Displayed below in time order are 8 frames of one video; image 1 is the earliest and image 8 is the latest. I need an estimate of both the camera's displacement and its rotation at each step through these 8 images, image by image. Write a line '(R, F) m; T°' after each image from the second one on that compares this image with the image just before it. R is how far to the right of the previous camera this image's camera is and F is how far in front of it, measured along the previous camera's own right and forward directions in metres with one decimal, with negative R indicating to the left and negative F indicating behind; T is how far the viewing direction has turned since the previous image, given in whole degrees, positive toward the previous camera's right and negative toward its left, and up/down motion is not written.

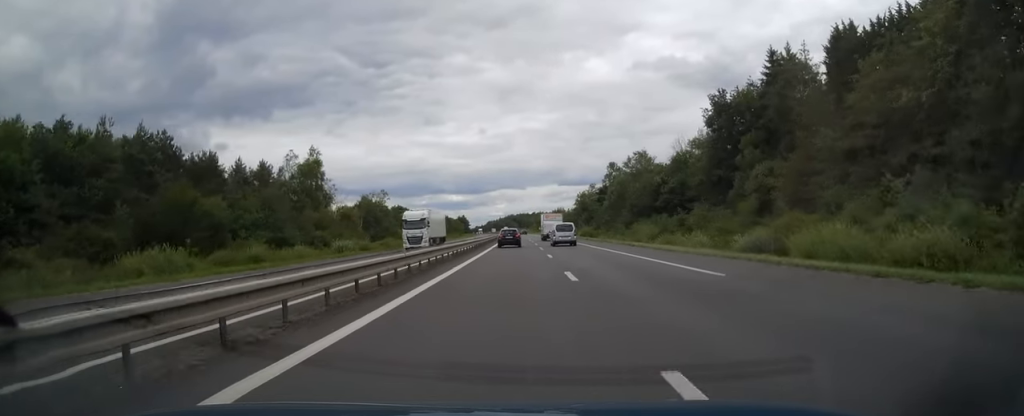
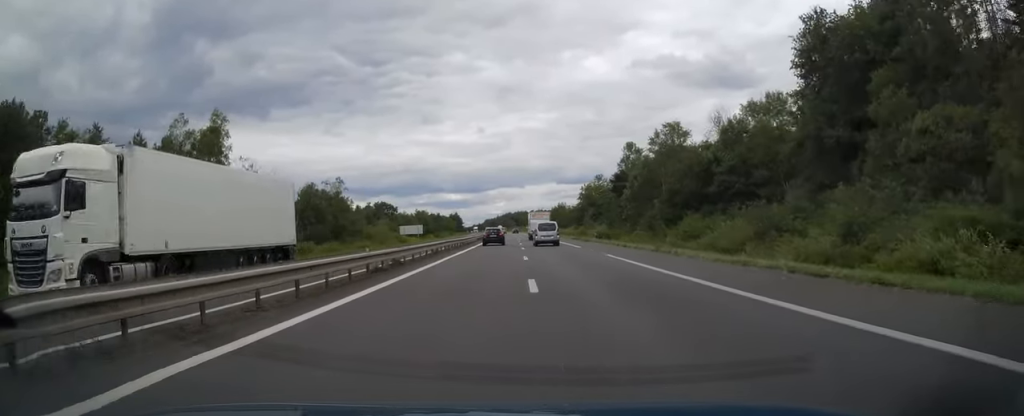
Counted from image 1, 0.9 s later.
(+0.1, +29.0) m; 0°
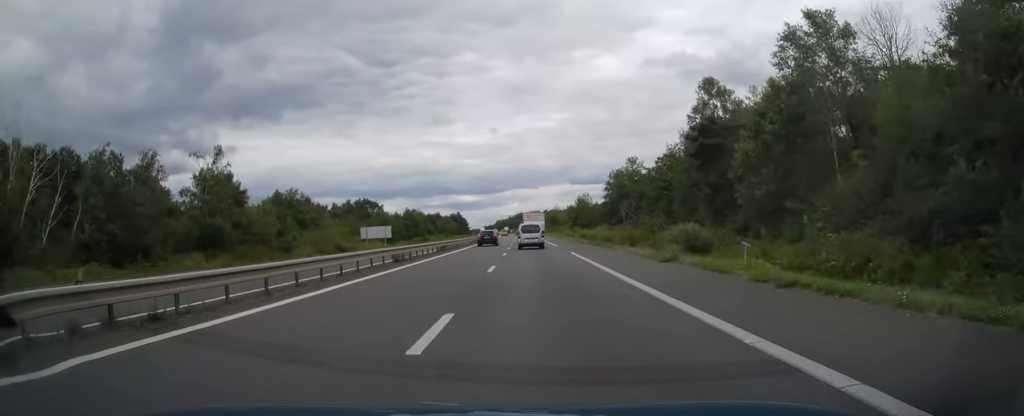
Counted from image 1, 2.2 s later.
(0.0, +45.2) m; 0°
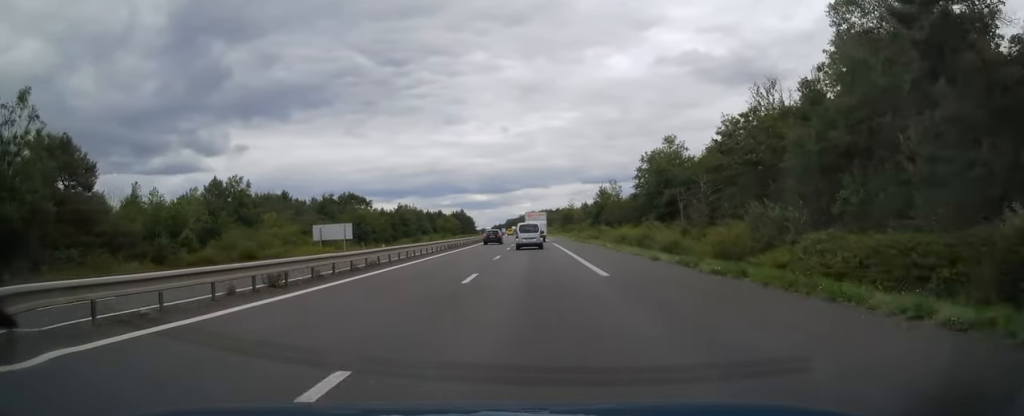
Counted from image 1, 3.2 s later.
(-0.1, +30.4) m; -1°
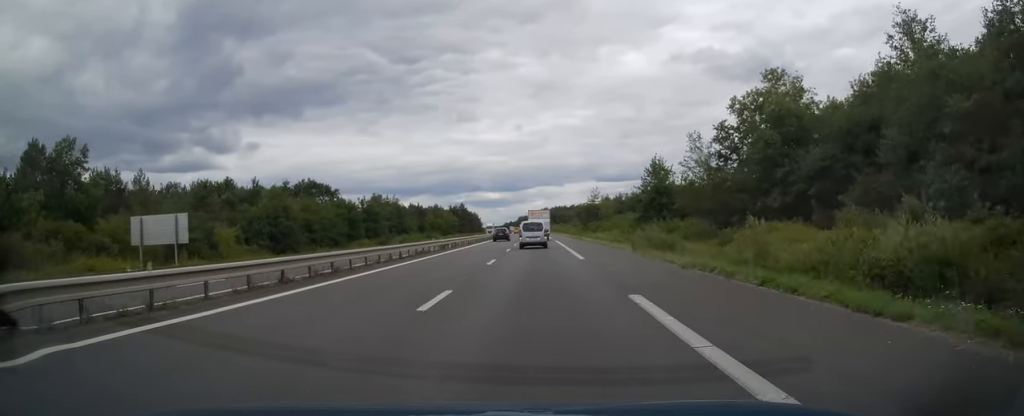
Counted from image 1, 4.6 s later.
(-0.6, +44.9) m; -2°
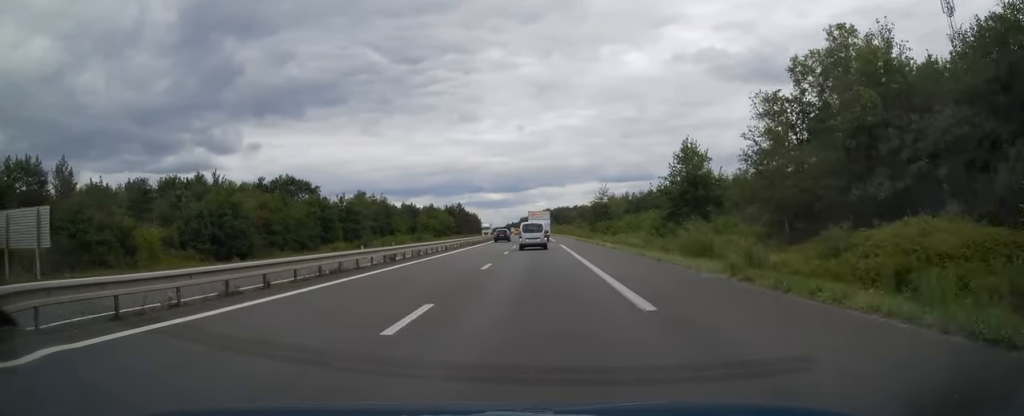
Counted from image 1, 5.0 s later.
(-0.1, +15.2) m; 0°
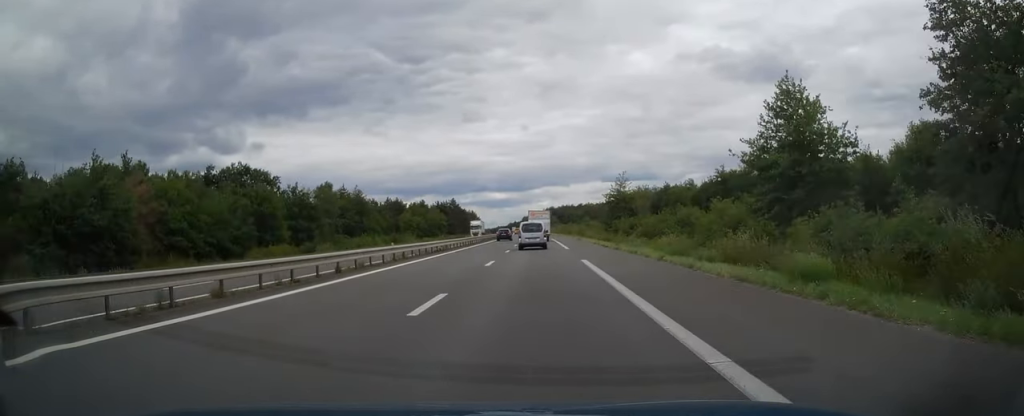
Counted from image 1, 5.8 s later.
(-0.1, +24.6) m; -1°
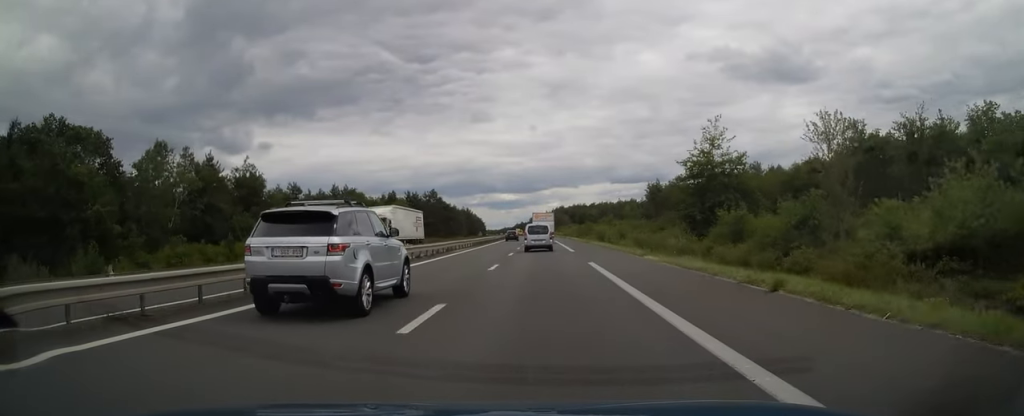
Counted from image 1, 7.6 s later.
(-0.4, +53.8) m; -1°
